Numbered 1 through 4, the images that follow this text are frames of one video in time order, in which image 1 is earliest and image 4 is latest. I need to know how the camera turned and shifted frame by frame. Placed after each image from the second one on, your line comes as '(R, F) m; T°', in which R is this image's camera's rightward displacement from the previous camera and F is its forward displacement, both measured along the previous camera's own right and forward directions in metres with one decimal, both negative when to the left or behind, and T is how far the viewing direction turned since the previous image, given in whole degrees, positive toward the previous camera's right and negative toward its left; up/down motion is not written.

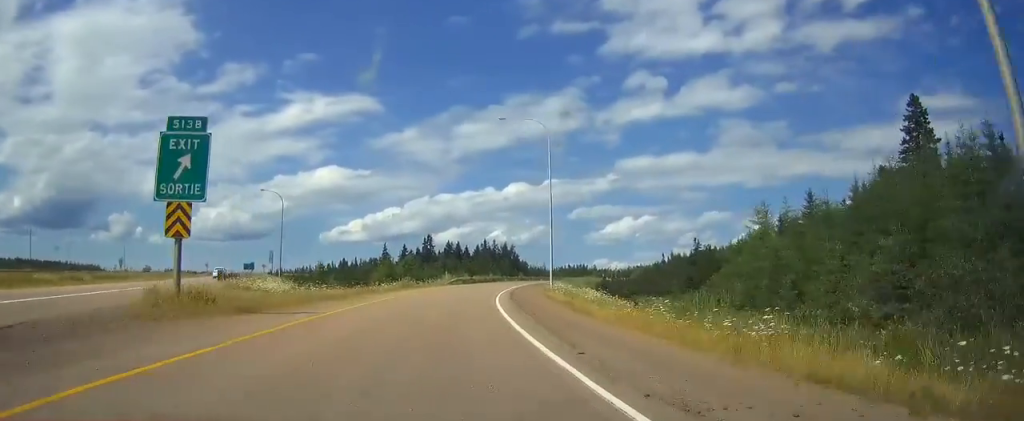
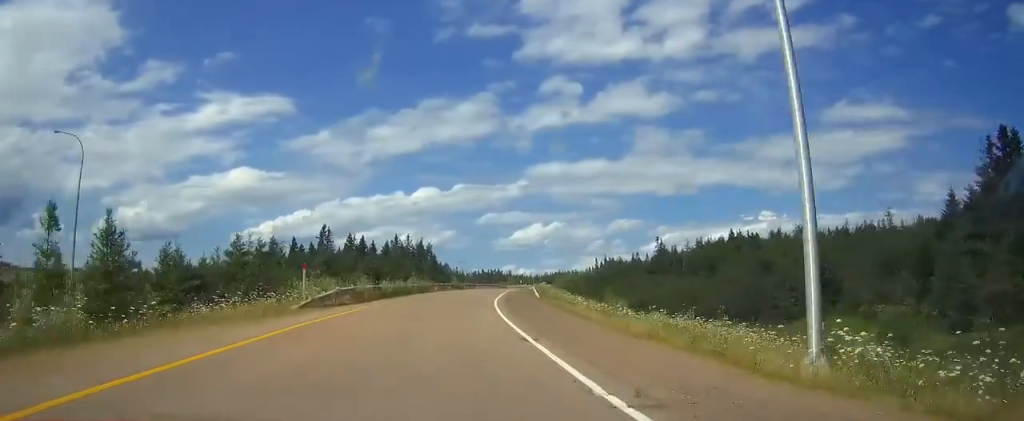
(+2.9, +45.2) m; +8°
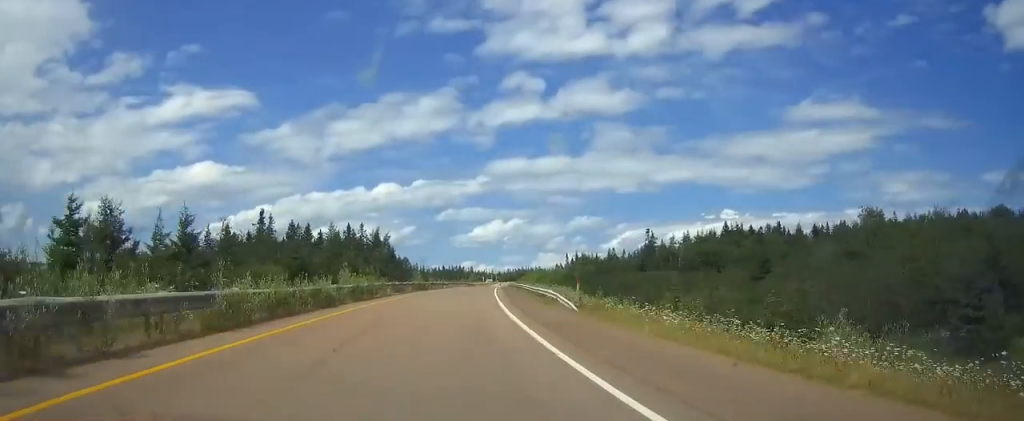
(+0.8, +23.7) m; +4°
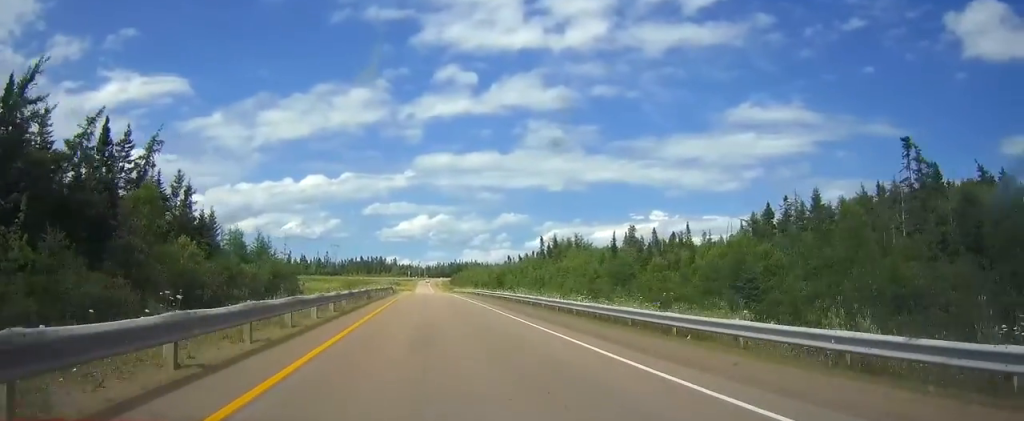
(+9.2, +115.5) m; +7°
